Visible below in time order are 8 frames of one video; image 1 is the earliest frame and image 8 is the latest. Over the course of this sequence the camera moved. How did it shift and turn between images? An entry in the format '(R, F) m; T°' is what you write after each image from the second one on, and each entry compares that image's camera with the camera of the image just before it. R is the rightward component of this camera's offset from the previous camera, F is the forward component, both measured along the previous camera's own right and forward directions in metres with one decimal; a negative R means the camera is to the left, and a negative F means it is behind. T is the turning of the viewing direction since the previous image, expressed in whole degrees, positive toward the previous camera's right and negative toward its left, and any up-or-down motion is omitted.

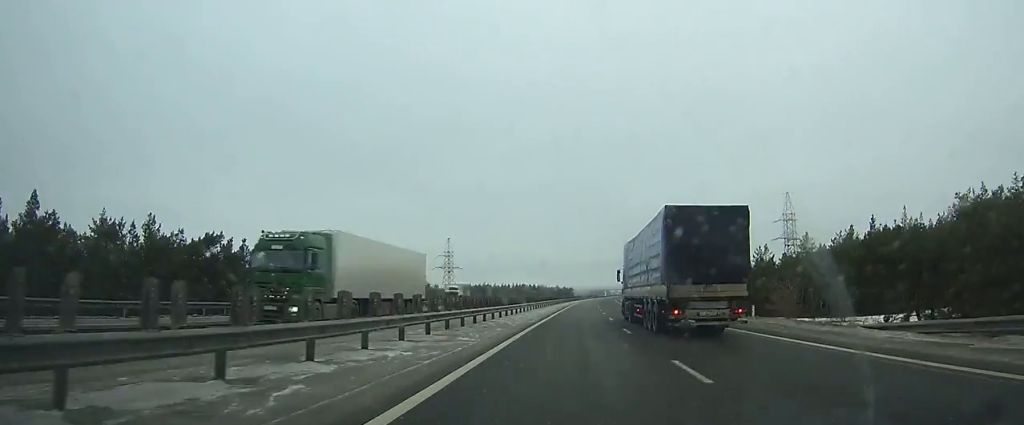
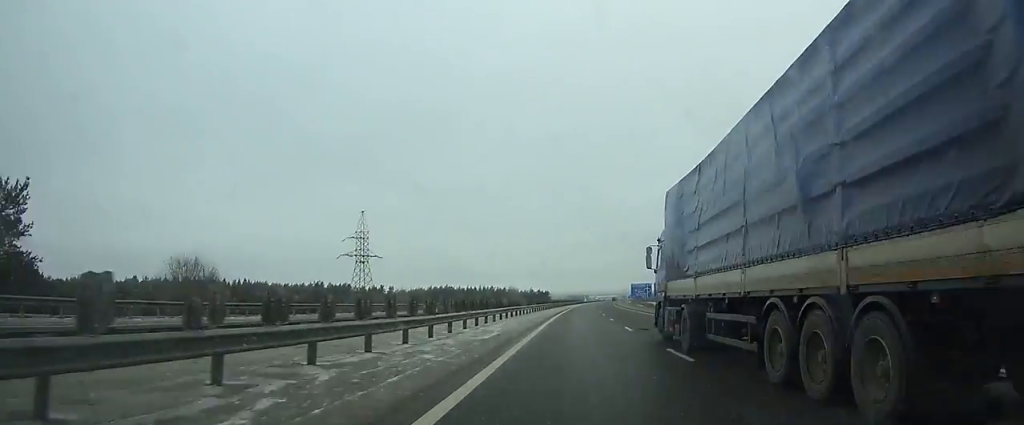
(+1.2, +68.8) m; +2°
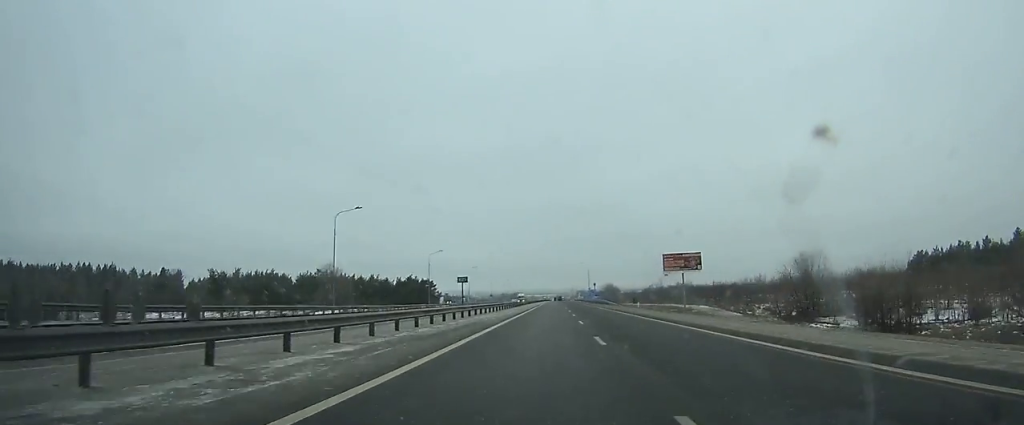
(+9.2, +187.7) m; +5°
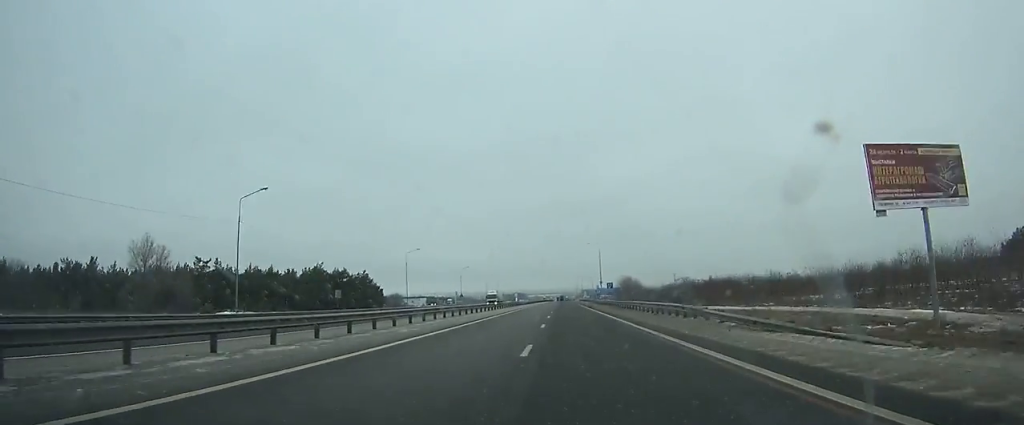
(+0.6, +62.9) m; 0°
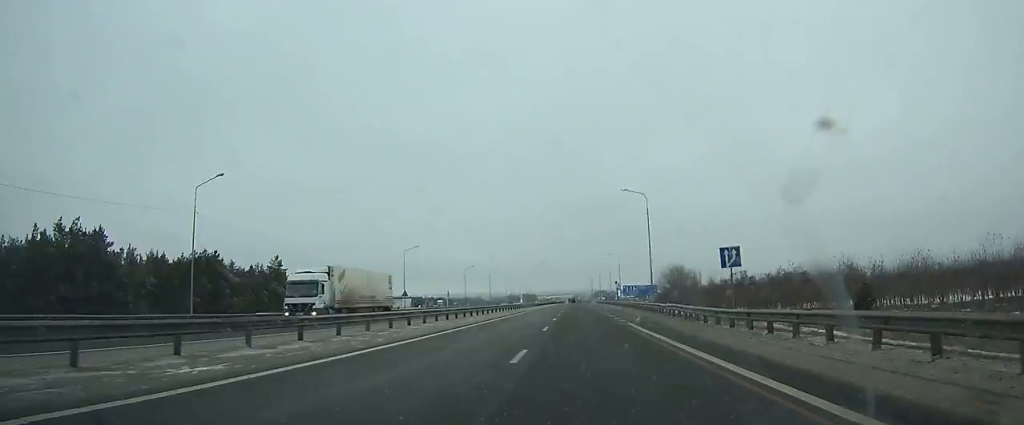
(-0.5, +62.0) m; 0°
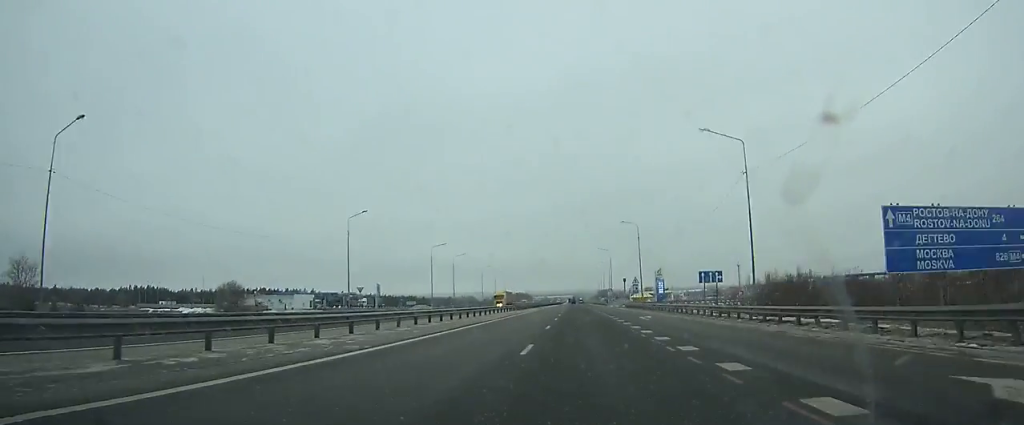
(-0.2, +118.2) m; 0°
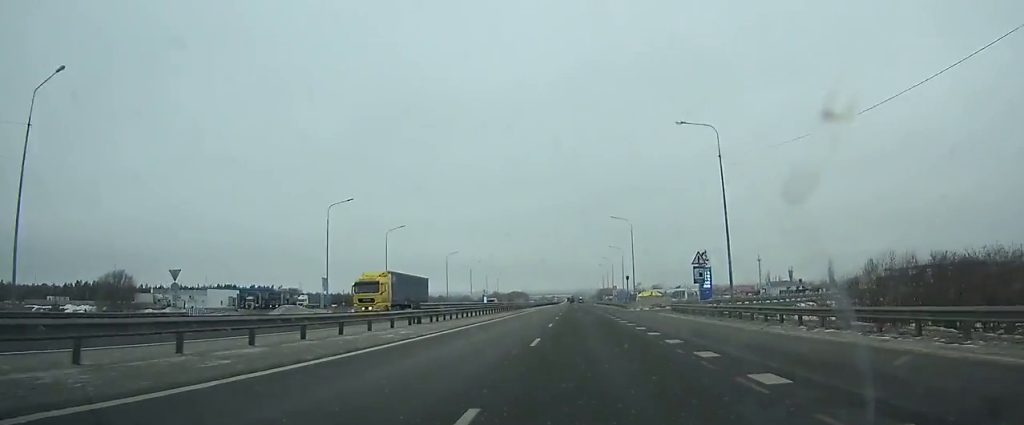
(-0.1, +45.4) m; 0°
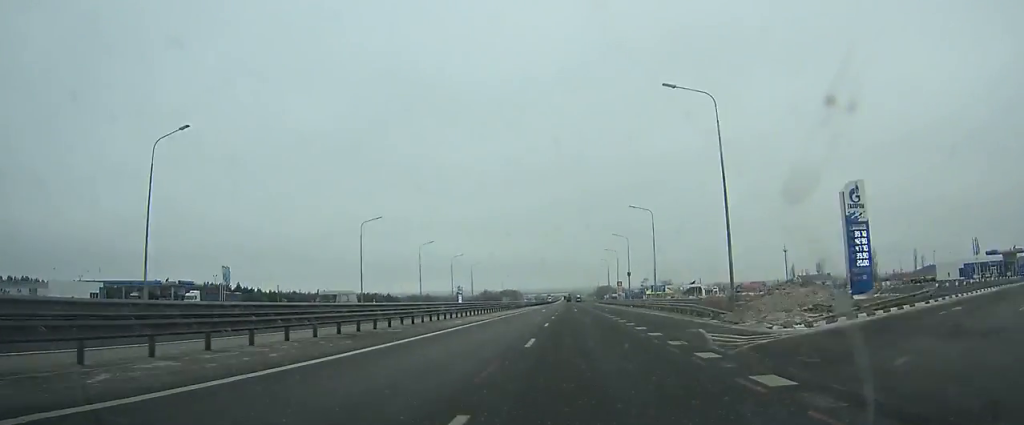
(0.0, +47.5) m; 0°
